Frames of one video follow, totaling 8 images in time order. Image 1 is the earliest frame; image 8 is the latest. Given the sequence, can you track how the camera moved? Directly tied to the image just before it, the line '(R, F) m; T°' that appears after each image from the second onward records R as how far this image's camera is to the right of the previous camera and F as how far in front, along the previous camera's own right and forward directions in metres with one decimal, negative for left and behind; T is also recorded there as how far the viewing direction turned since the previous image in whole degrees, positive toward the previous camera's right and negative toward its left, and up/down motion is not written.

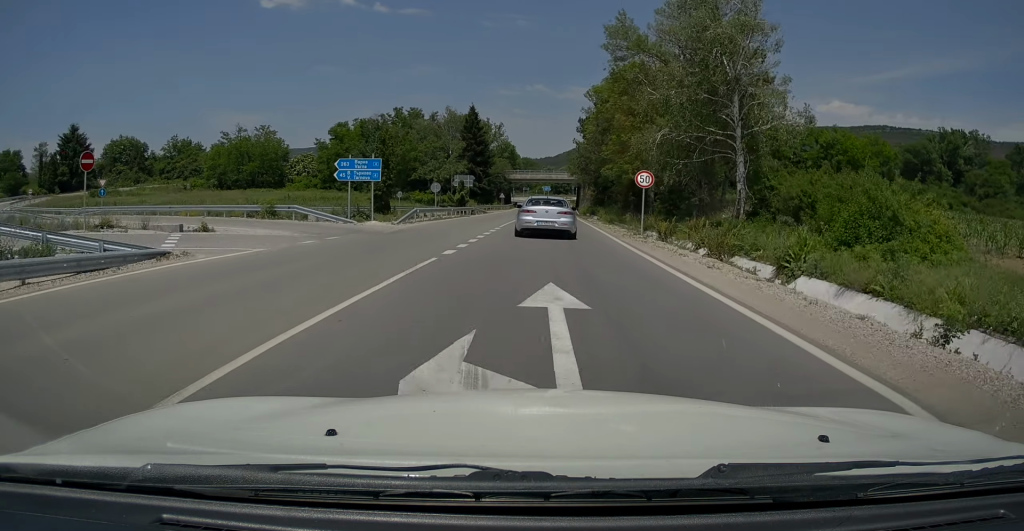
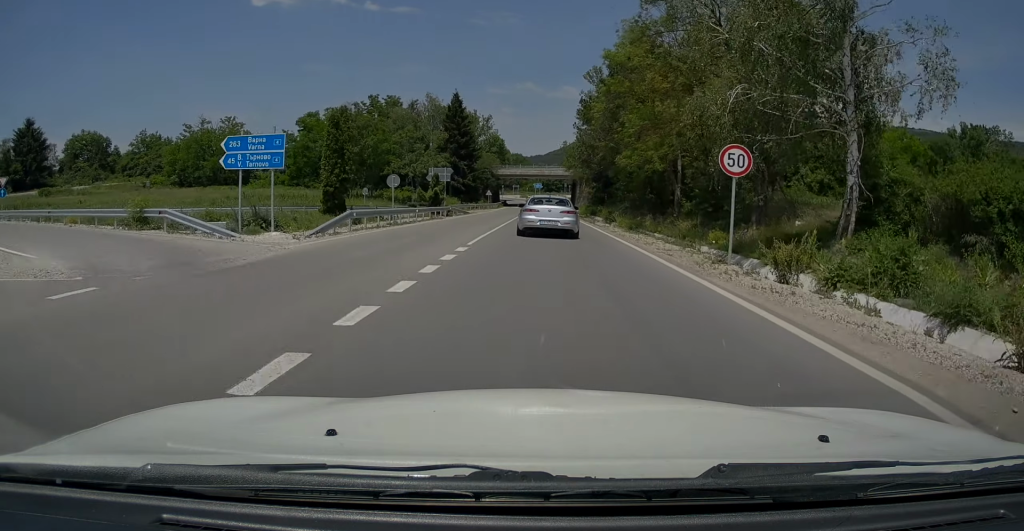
(+0.2, +11.4) m; +2°
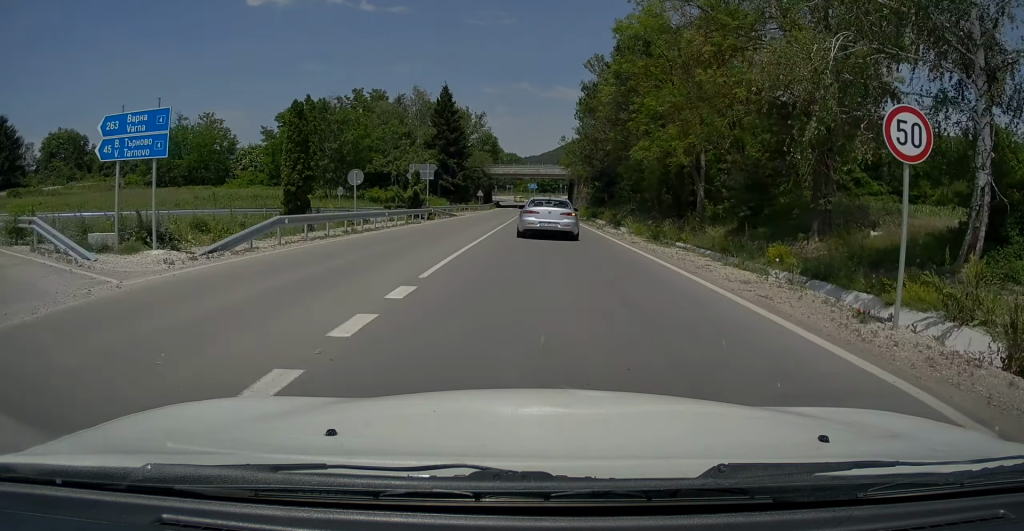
(+0.1, +6.4) m; 0°
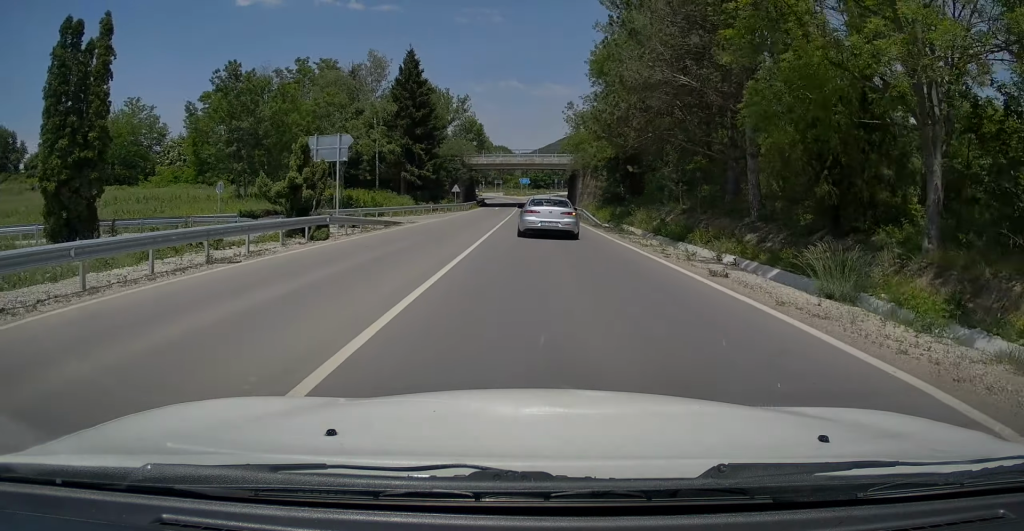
(+0.1, +20.3) m; +1°
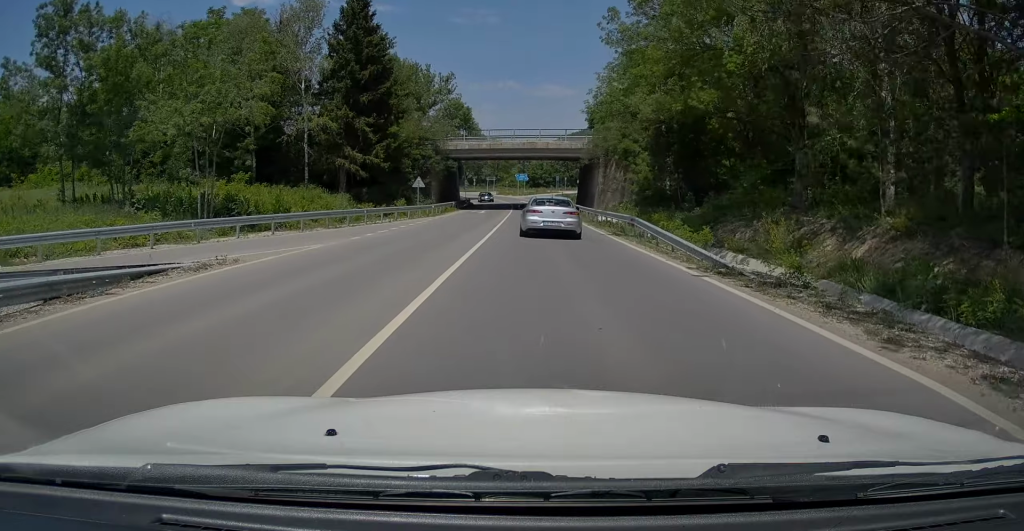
(+0.2, +21.0) m; +1°
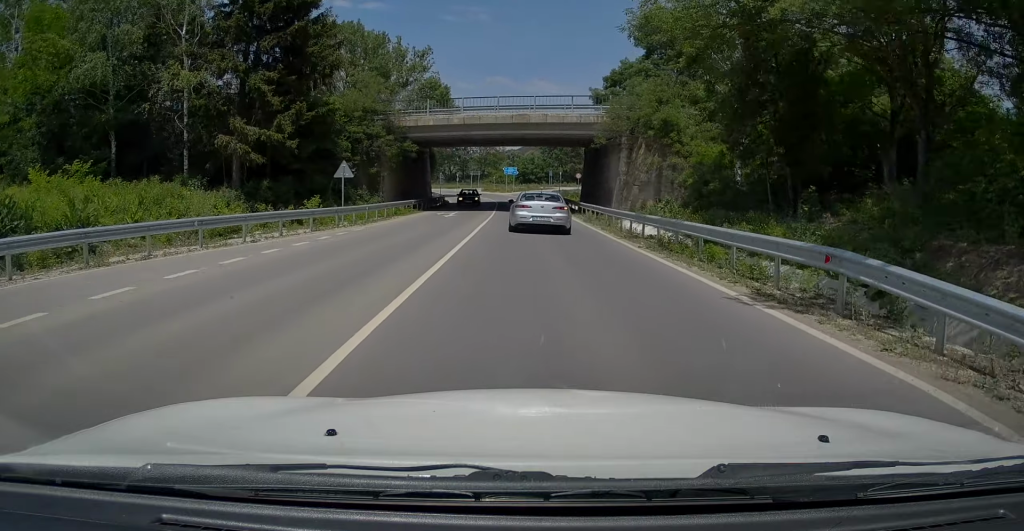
(+0.1, +15.6) m; +1°
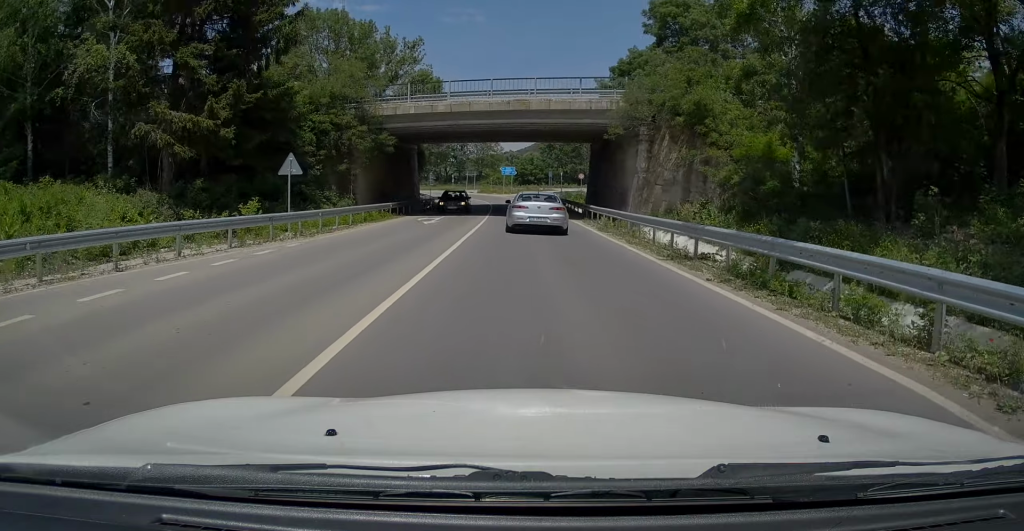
(0.0, +6.1) m; 0°
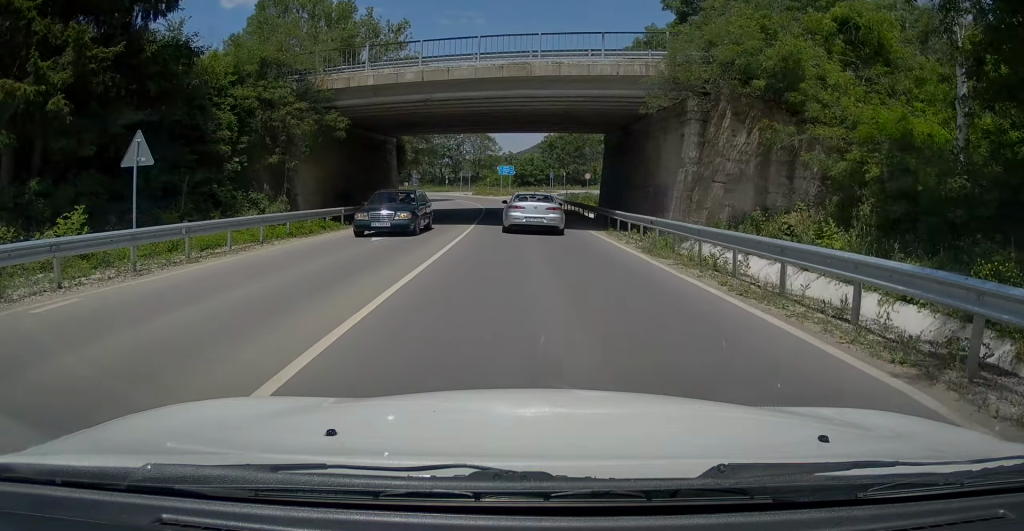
(0.0, +8.9) m; 0°
